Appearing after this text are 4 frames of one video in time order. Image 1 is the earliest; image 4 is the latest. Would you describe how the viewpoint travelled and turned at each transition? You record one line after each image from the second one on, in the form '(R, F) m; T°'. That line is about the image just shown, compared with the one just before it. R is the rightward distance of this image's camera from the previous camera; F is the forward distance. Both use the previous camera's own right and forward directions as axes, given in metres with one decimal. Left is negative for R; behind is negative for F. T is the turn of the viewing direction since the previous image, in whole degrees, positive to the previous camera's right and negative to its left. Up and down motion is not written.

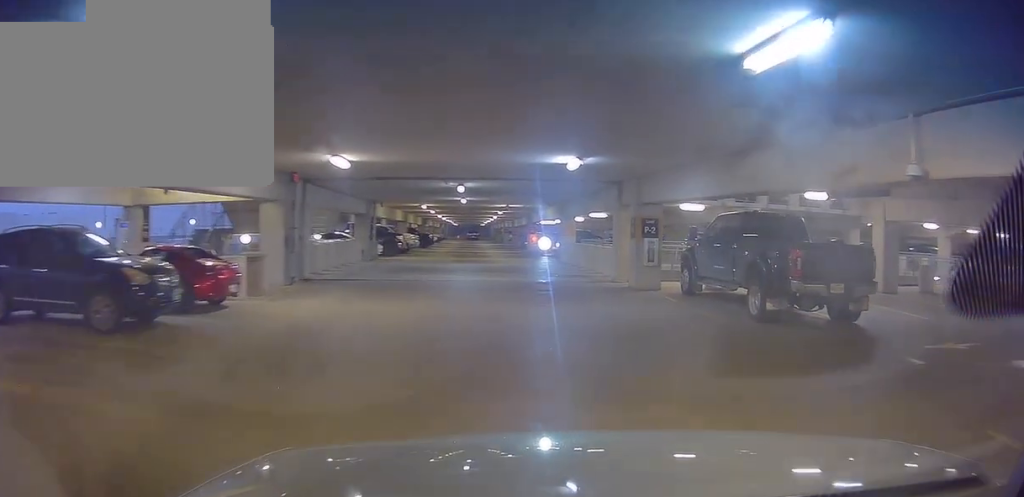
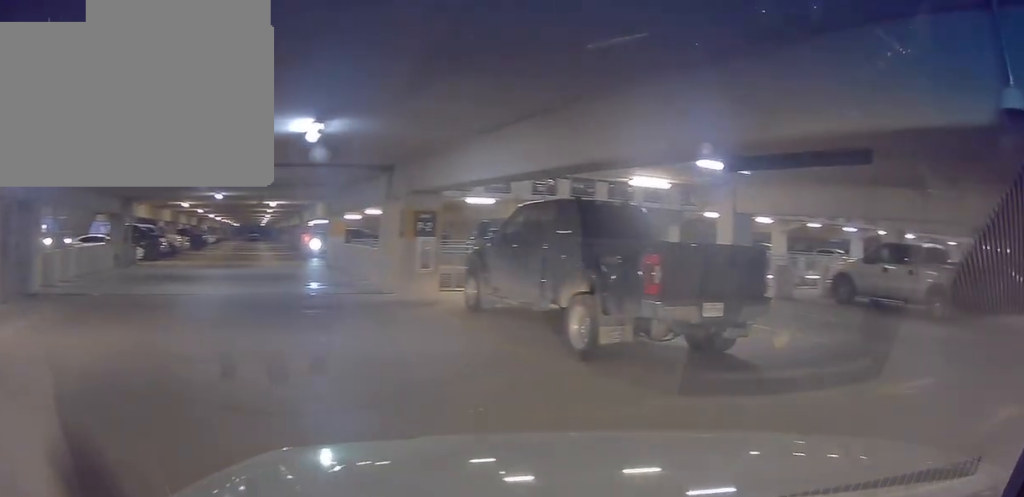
(+0.1, +6.9) m; +2°
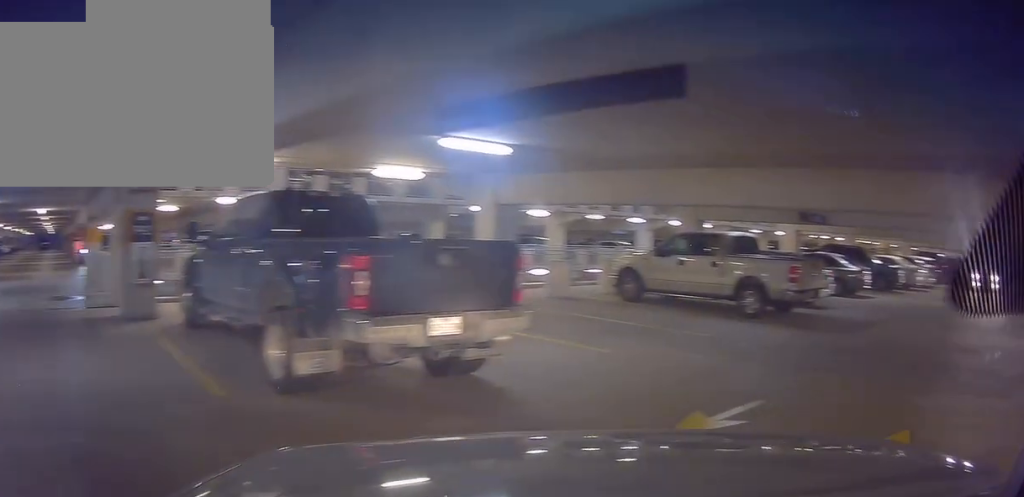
(+0.1, +4.4) m; +9°
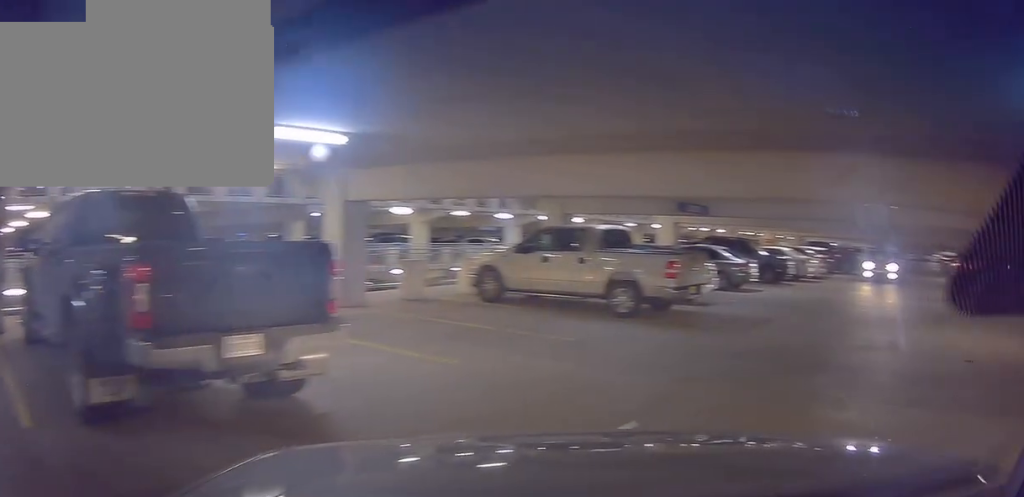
(0.0, +2.3) m; +7°
